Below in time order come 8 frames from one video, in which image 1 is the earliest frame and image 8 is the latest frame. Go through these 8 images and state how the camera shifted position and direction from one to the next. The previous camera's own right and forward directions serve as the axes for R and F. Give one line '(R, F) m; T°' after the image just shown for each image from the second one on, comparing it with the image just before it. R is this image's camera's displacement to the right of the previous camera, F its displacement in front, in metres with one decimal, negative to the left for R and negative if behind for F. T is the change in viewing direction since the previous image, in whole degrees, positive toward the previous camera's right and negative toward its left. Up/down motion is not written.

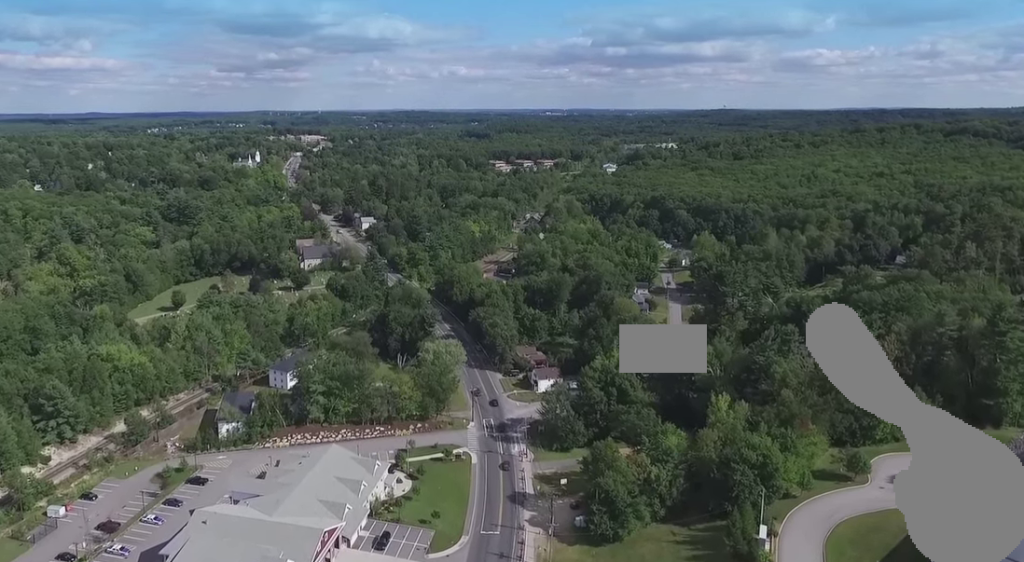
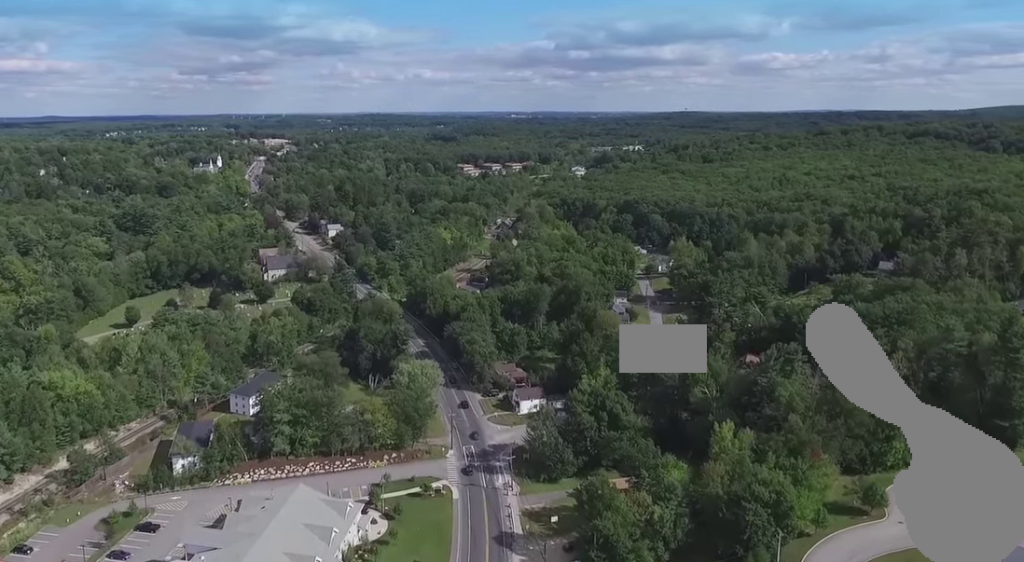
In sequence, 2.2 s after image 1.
(+0.5, +16.2) m; +4°
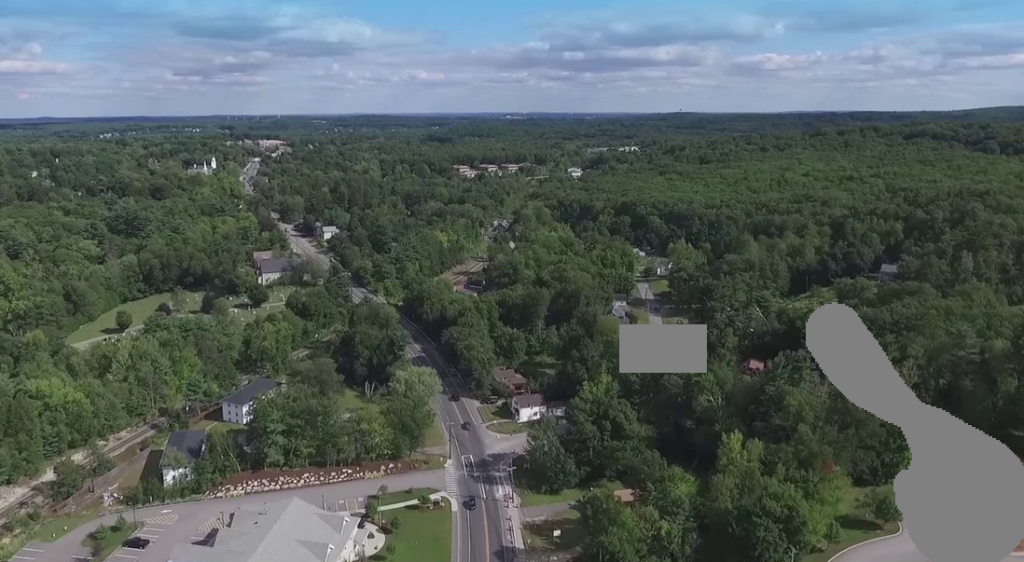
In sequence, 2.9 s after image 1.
(+0.1, +4.6) m; +1°
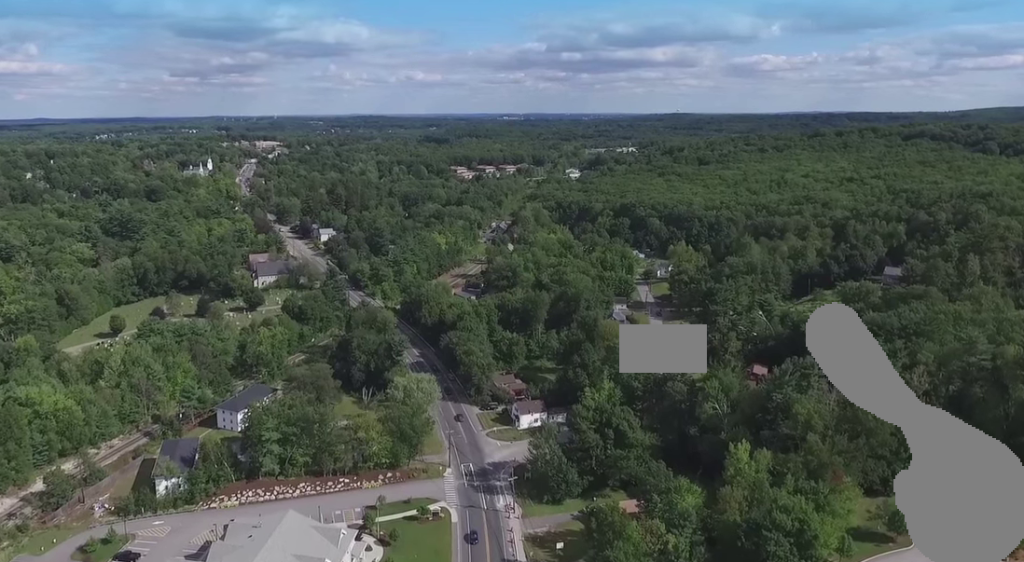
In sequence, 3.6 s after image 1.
(0.0, +3.7) m; 0°
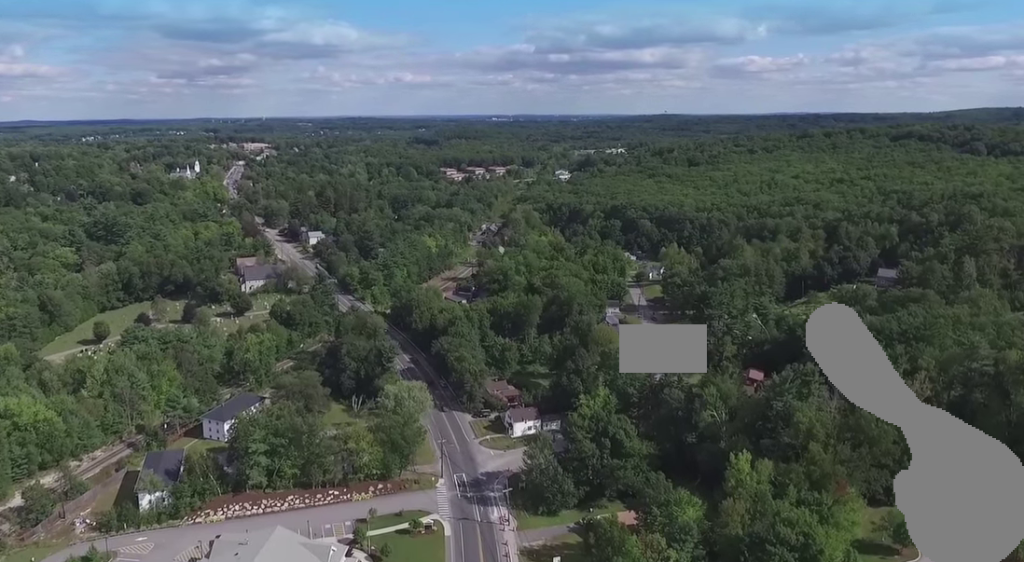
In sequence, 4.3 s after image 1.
(0.0, +4.3) m; 0°
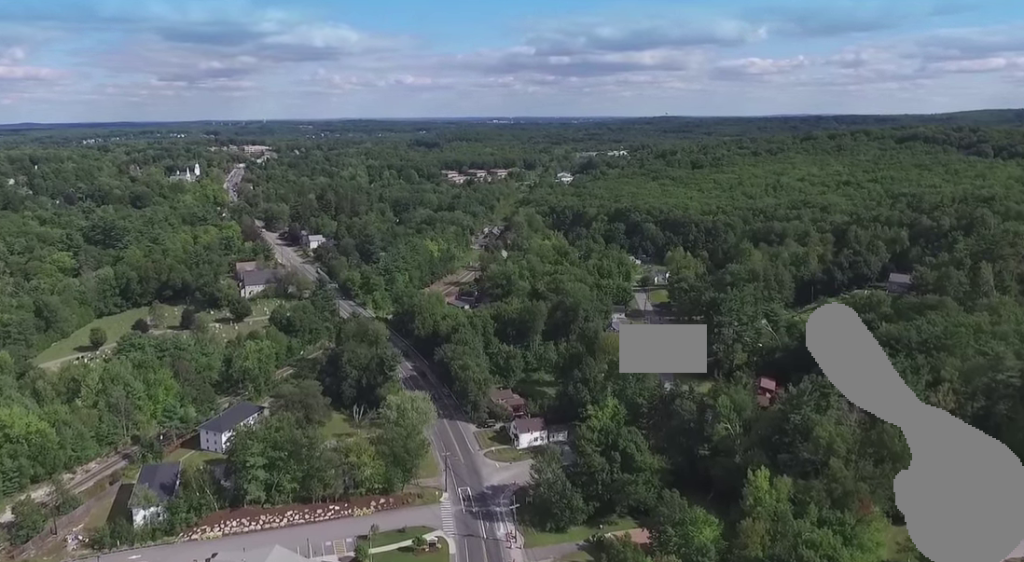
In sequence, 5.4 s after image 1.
(0.0, +5.4) m; 0°
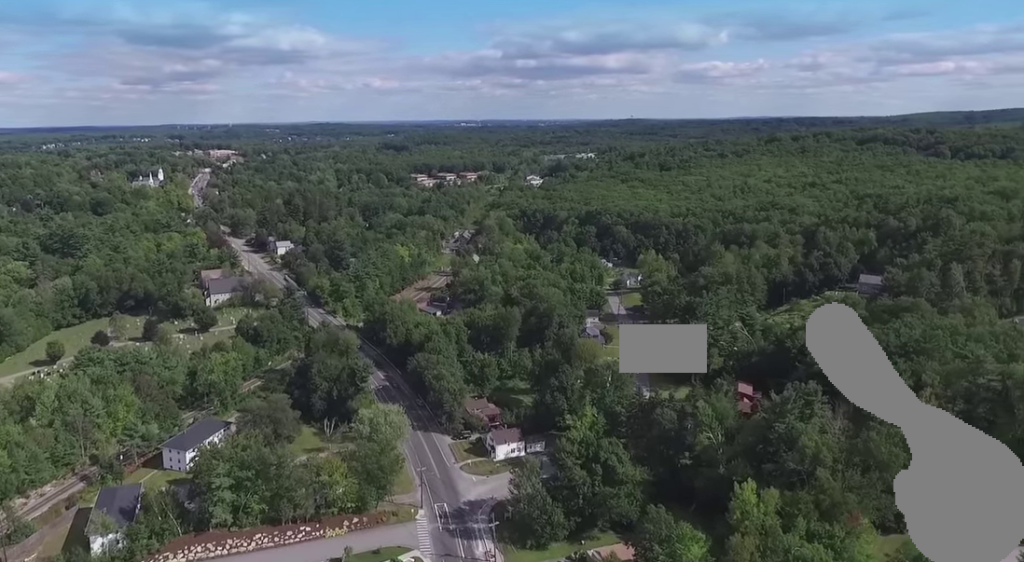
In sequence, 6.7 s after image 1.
(+0.1, +6.4) m; +2°
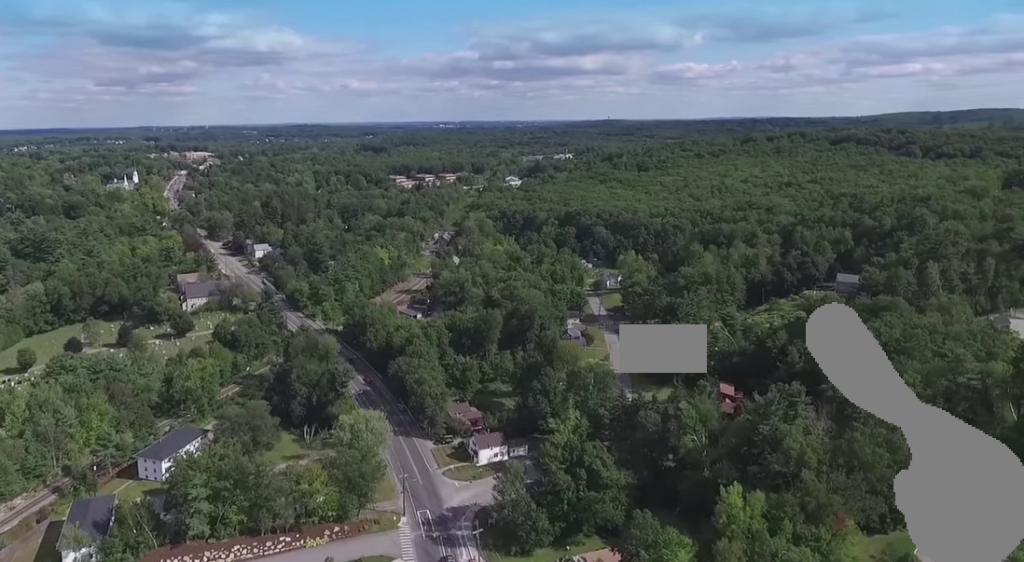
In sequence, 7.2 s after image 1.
(0.0, +2.6) m; +1°
